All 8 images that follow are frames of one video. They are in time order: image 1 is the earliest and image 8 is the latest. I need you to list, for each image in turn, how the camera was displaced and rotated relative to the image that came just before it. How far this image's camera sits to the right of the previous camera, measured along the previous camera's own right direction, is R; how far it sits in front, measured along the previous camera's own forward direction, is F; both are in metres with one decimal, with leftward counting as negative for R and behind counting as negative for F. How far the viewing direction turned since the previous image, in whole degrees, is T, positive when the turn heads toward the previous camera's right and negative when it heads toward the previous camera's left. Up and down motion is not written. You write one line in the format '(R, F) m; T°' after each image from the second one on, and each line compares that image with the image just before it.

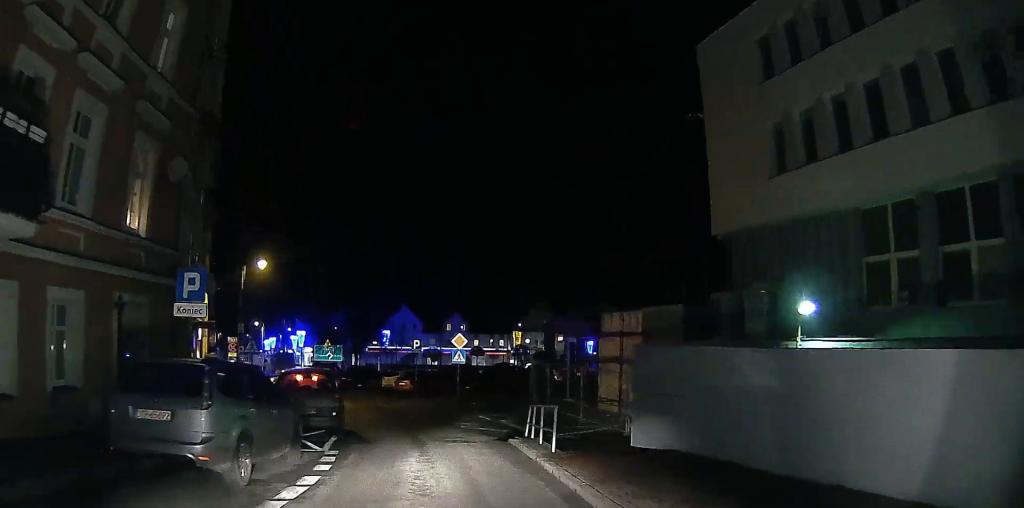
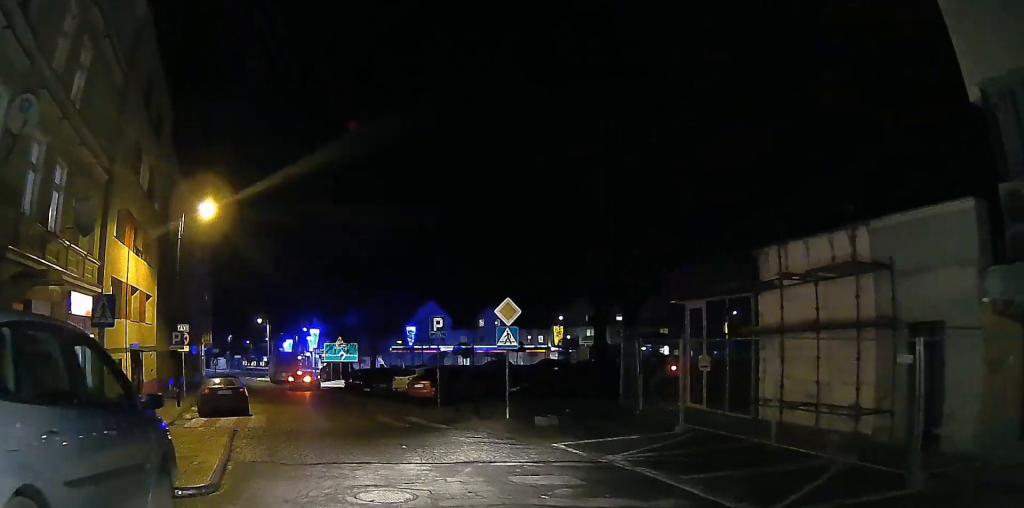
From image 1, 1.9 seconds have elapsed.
(-0.6, +13.1) m; -7°
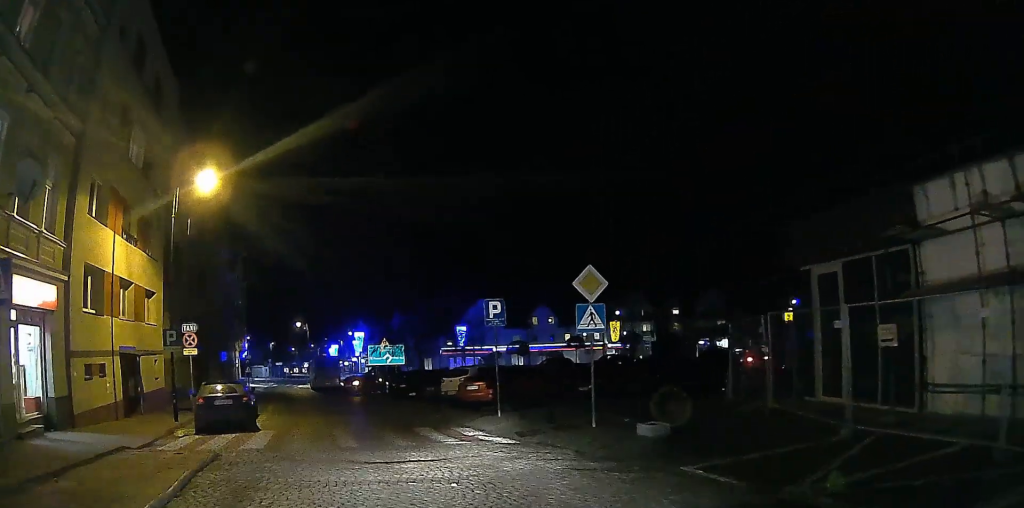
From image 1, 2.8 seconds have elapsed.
(-0.2, +5.1) m; -3°
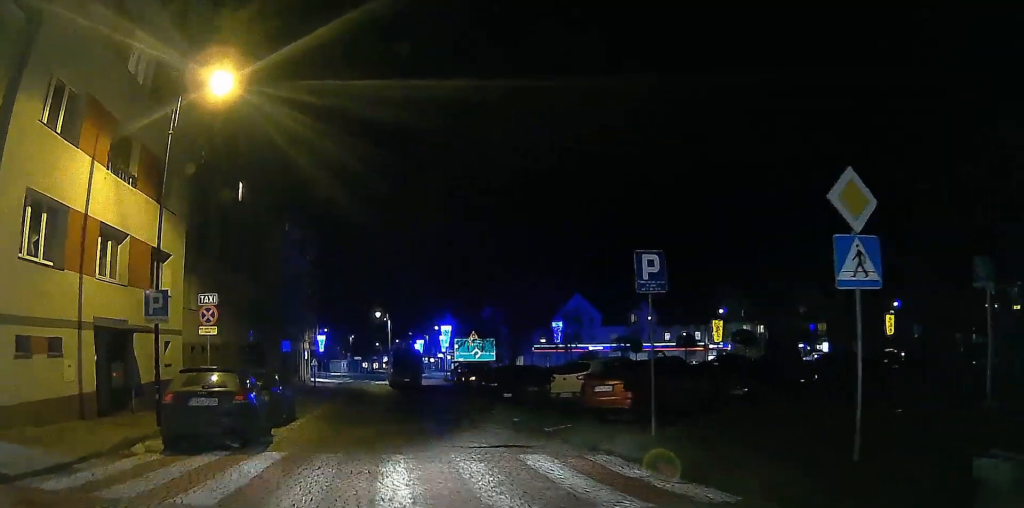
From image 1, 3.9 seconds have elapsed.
(-0.3, +7.0) m; -6°
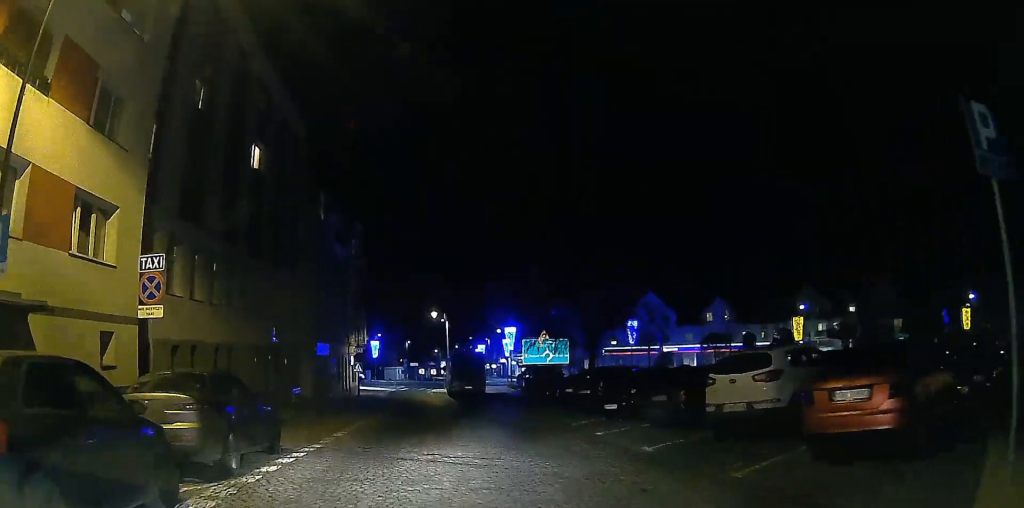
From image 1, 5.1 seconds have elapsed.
(-0.3, +7.5) m; -6°
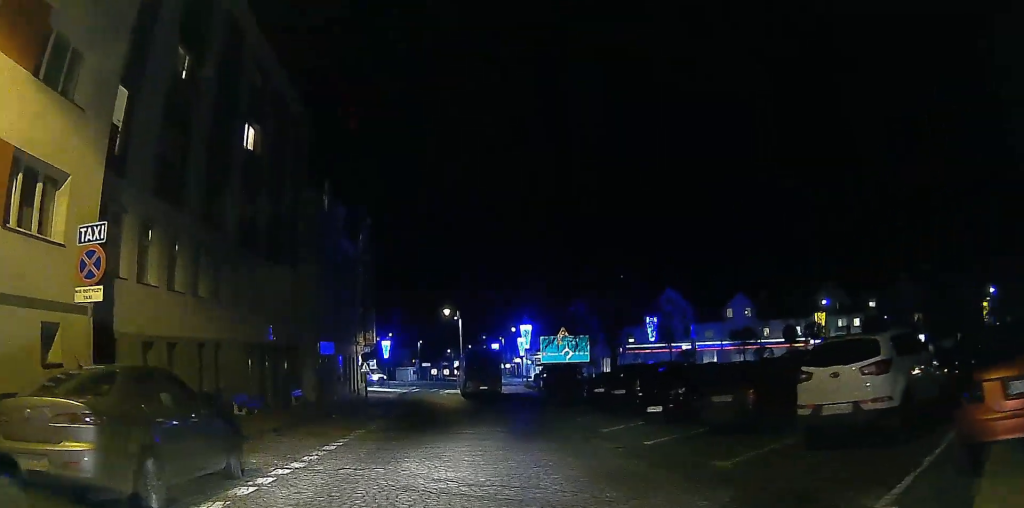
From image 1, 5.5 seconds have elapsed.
(+0.2, +2.8) m; -2°
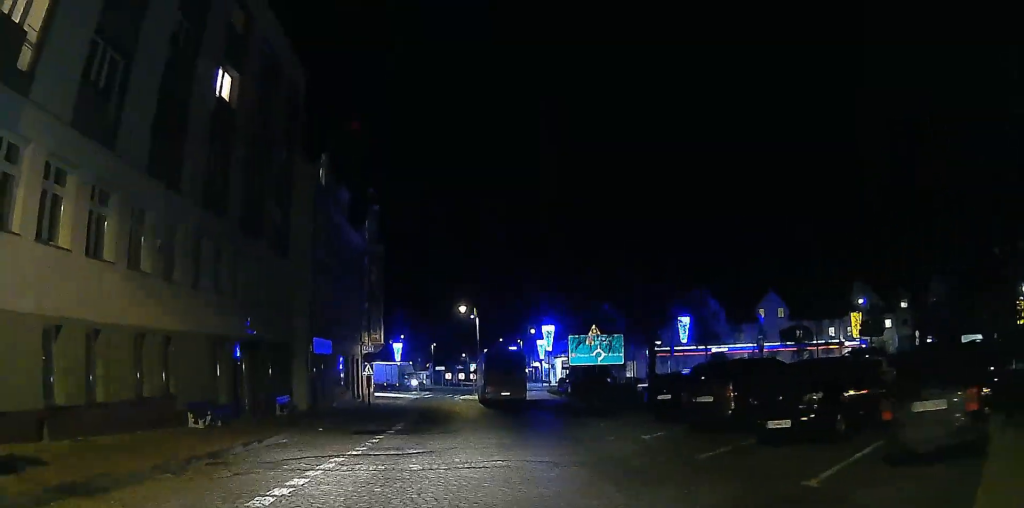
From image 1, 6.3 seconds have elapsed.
(-0.9, +5.5) m; +5°
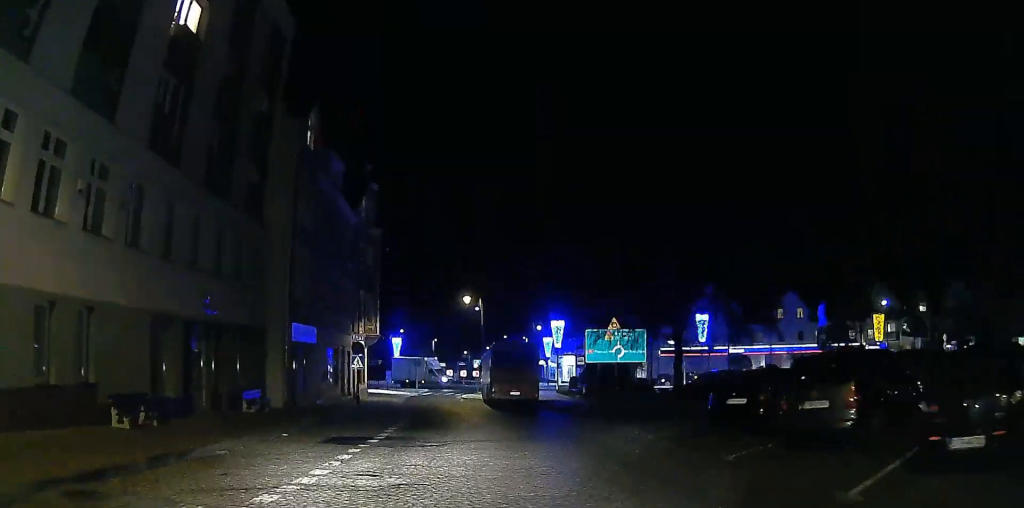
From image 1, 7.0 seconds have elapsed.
(+0.8, +4.3) m; +2°
